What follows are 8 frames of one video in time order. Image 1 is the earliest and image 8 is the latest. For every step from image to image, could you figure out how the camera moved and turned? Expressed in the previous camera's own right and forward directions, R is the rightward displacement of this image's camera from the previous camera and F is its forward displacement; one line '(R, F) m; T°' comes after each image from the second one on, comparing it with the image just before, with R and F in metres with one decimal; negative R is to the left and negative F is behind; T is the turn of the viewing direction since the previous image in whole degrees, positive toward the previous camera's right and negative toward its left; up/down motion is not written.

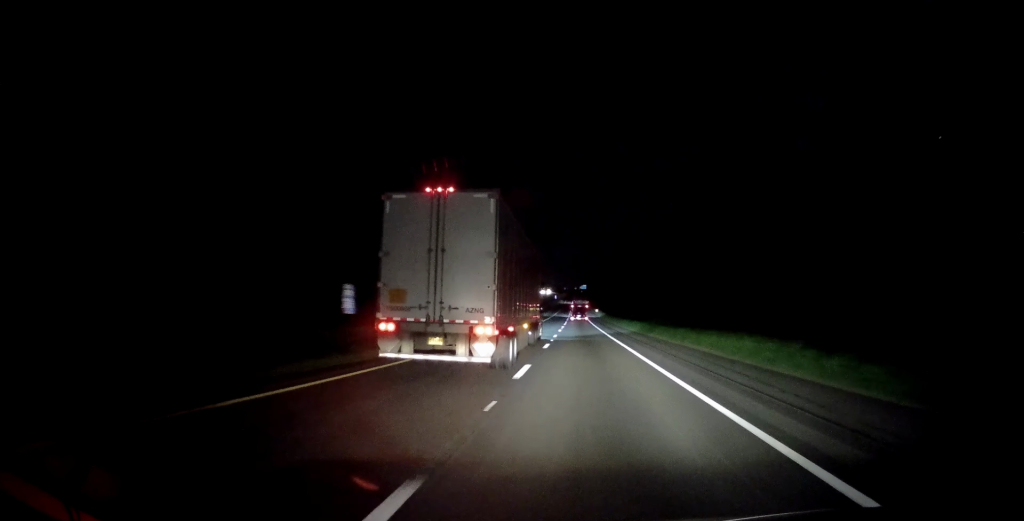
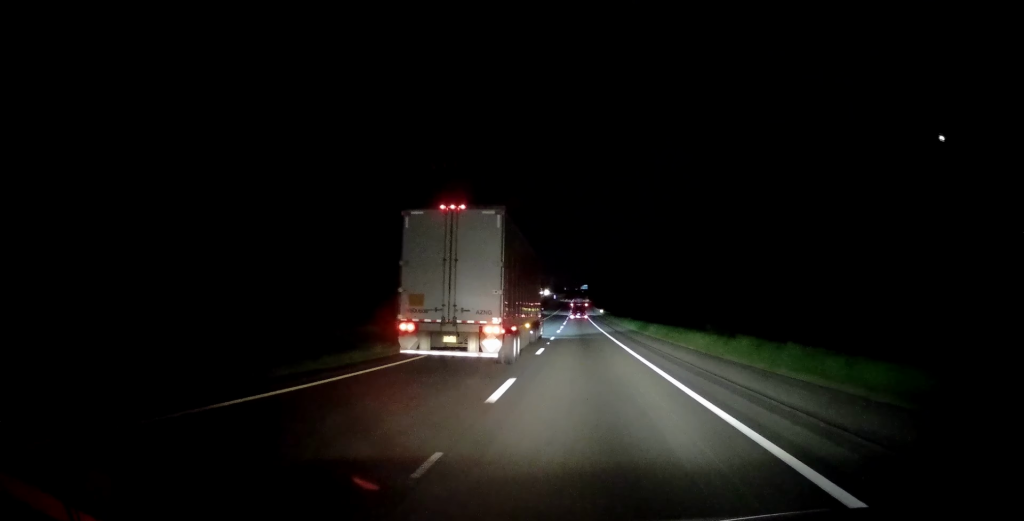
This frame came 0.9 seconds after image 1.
(0.0, +27.6) m; 0°
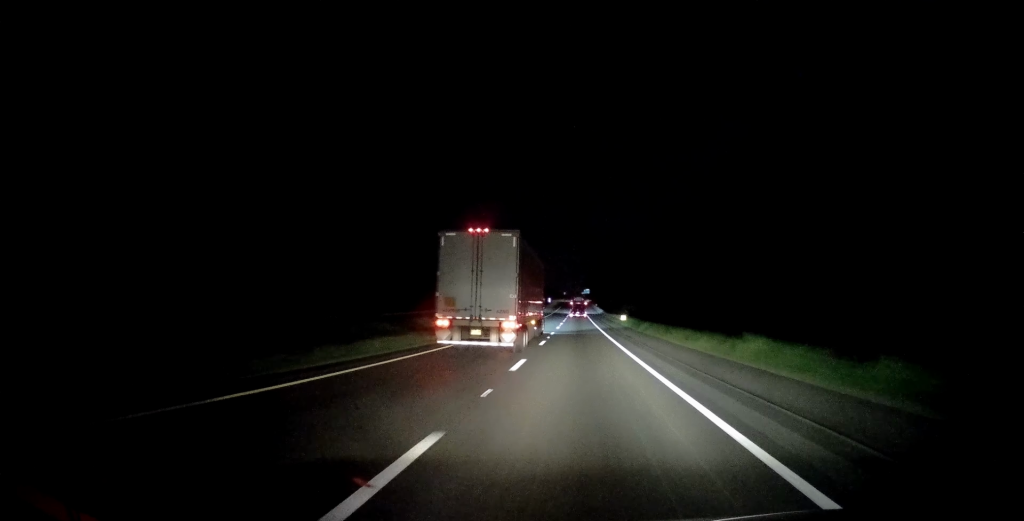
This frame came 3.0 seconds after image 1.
(+0.7, +66.8) m; 0°
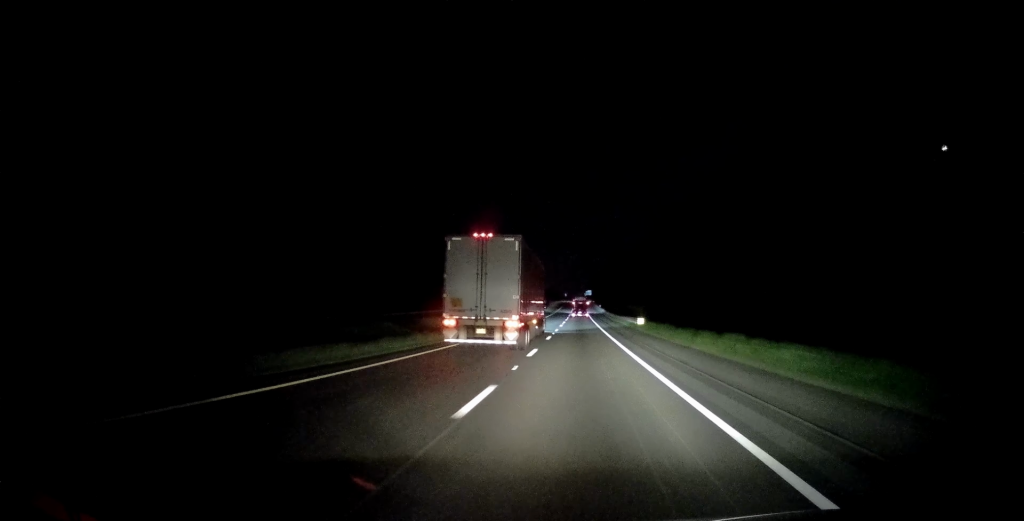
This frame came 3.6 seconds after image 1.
(-0.3, +20.1) m; 0°
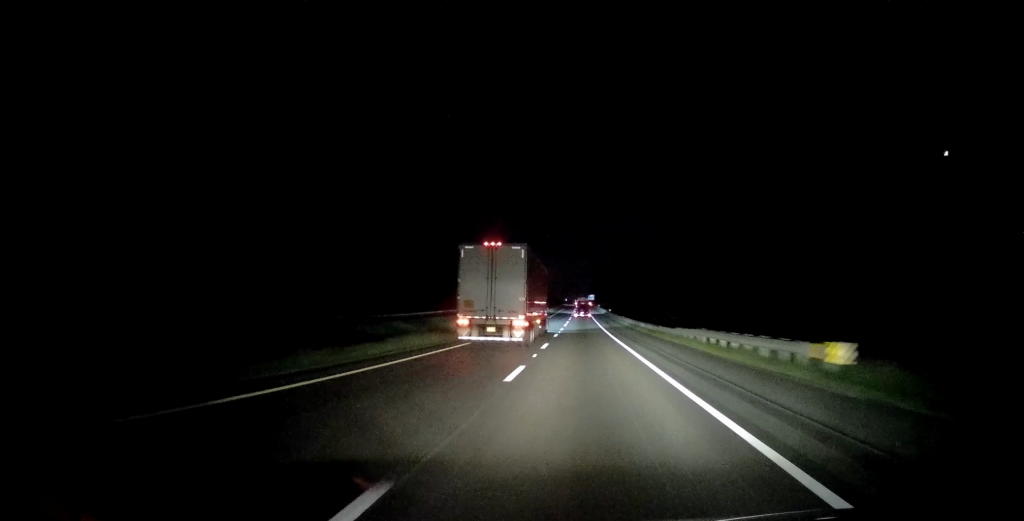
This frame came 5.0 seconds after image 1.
(+0.2, +43.6) m; 0°
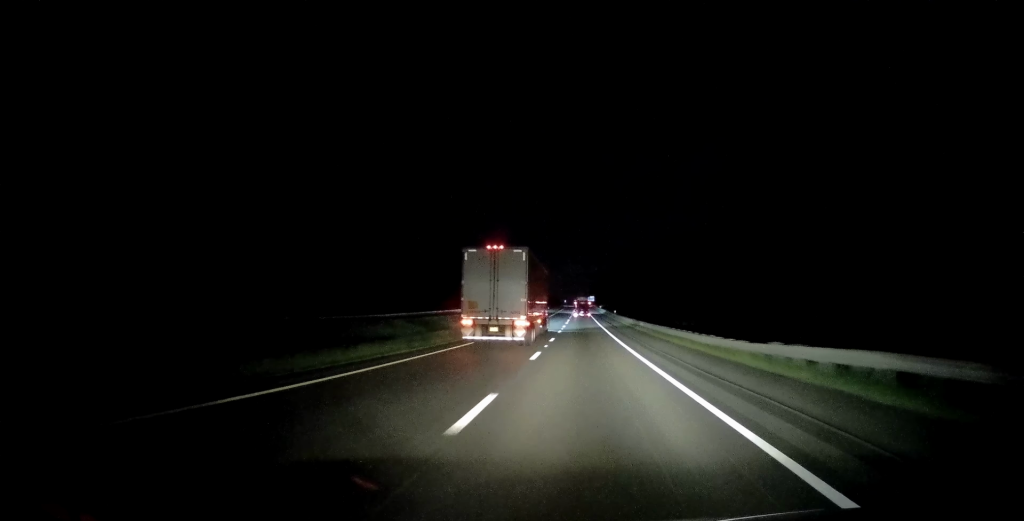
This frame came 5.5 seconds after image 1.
(-0.1, +18.0) m; 0°
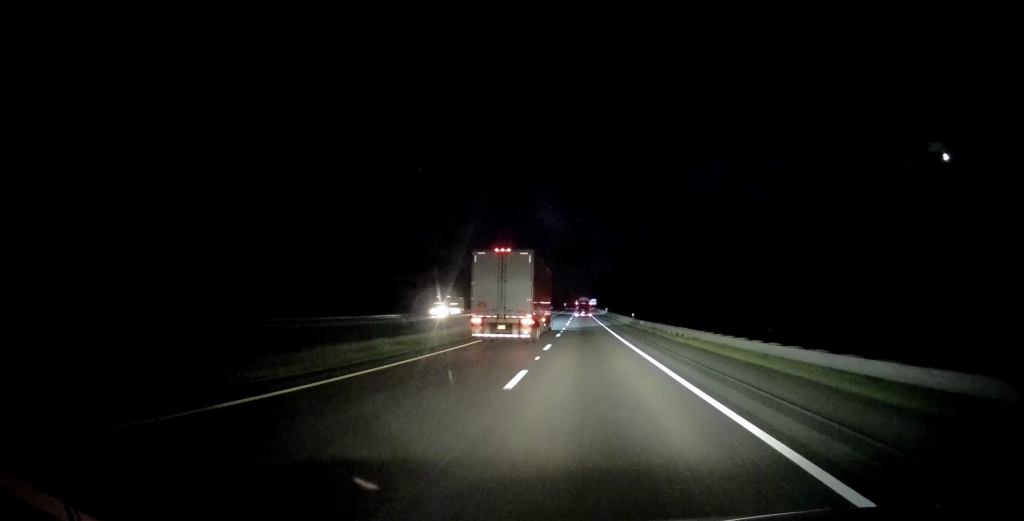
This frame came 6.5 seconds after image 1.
(+0.4, +31.4) m; -1°
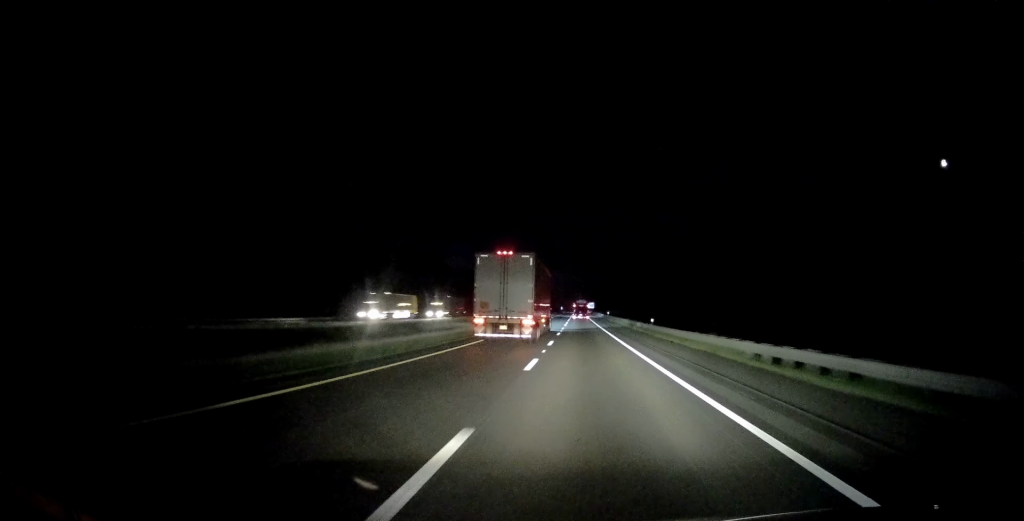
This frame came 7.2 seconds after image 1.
(-0.4, +19.8) m; 0°
